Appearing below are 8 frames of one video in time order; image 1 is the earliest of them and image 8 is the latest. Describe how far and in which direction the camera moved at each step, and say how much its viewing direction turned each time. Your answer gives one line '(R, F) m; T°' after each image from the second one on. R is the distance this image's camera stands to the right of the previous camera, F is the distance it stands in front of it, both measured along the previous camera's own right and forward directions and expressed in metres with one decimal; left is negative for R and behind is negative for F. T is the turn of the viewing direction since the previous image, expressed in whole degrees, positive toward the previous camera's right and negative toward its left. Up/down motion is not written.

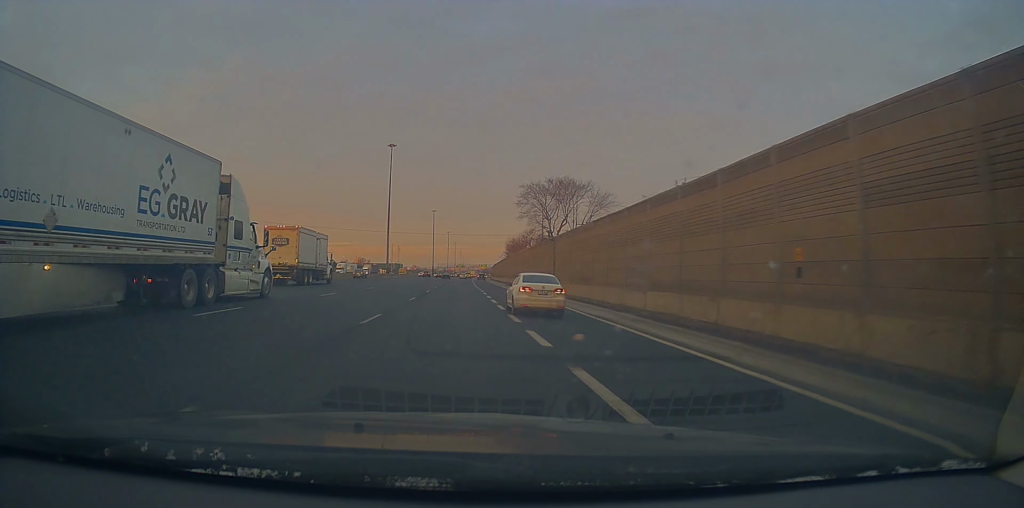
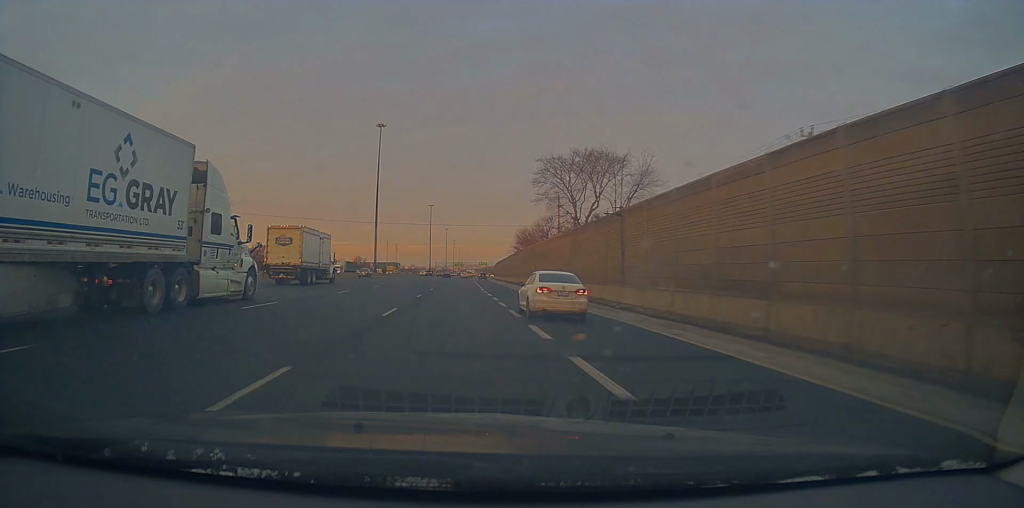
(-0.8, +20.7) m; 0°
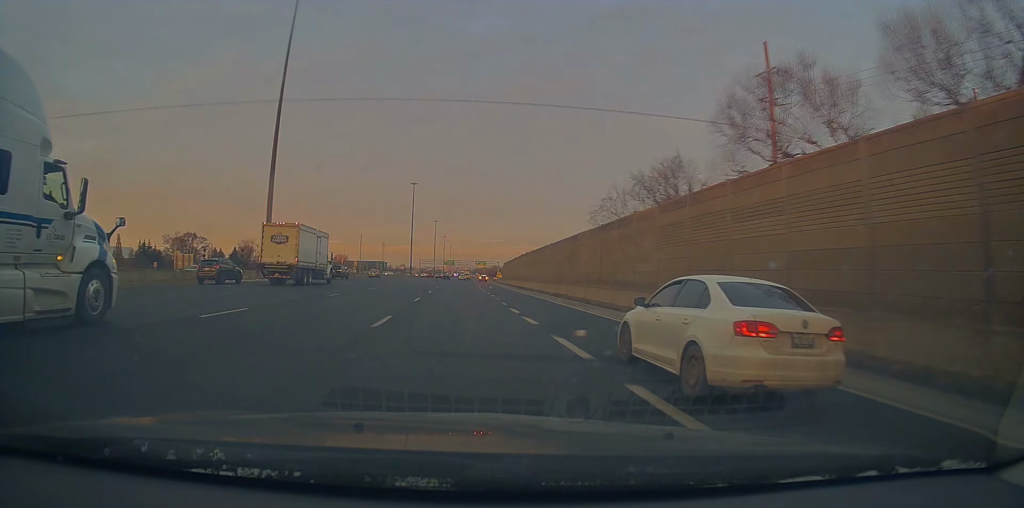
(+2.1, +72.5) m; +2°
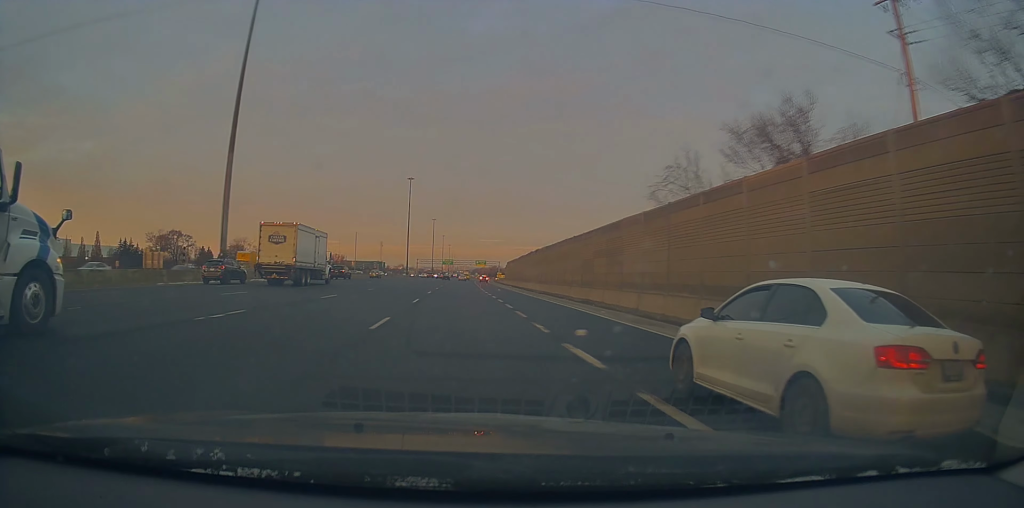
(+0.3, +11.9) m; 0°
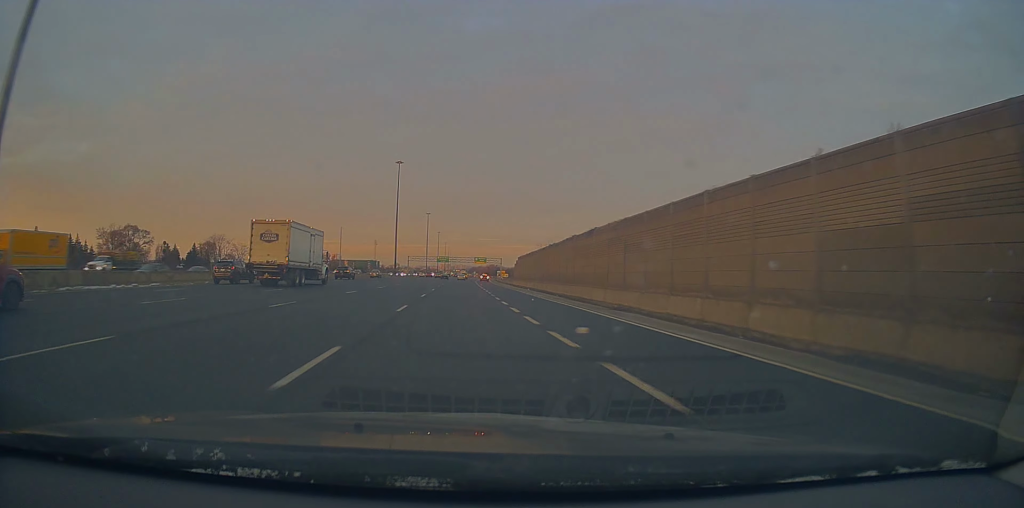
(-0.7, +29.0) m; -1°
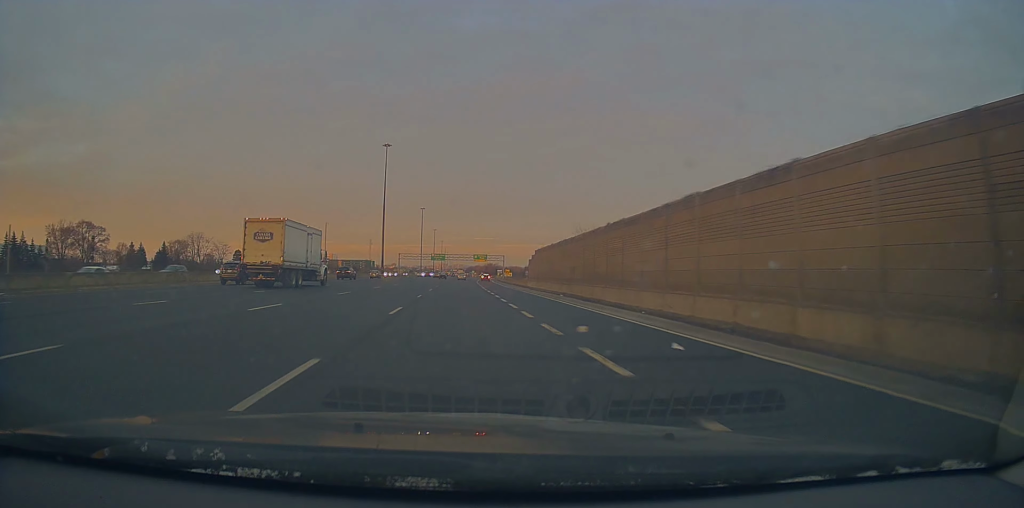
(+0.1, +24.3) m; +1°
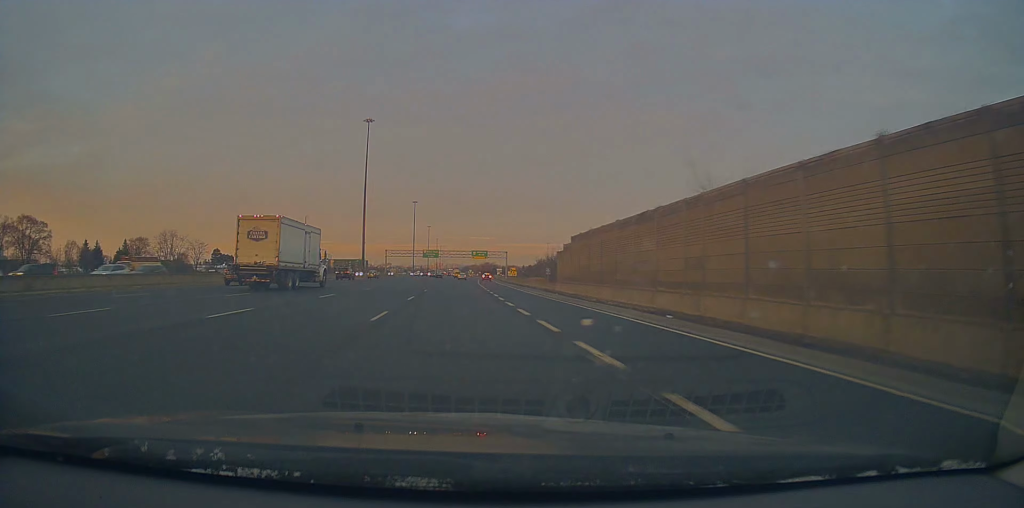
(+0.5, +25.6) m; +1°
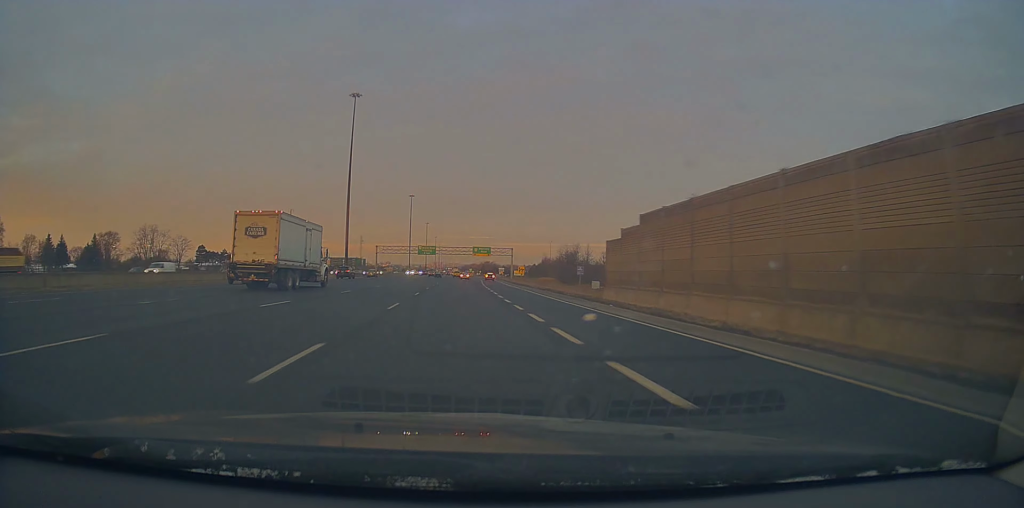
(+0.2, +18.6) m; +1°
